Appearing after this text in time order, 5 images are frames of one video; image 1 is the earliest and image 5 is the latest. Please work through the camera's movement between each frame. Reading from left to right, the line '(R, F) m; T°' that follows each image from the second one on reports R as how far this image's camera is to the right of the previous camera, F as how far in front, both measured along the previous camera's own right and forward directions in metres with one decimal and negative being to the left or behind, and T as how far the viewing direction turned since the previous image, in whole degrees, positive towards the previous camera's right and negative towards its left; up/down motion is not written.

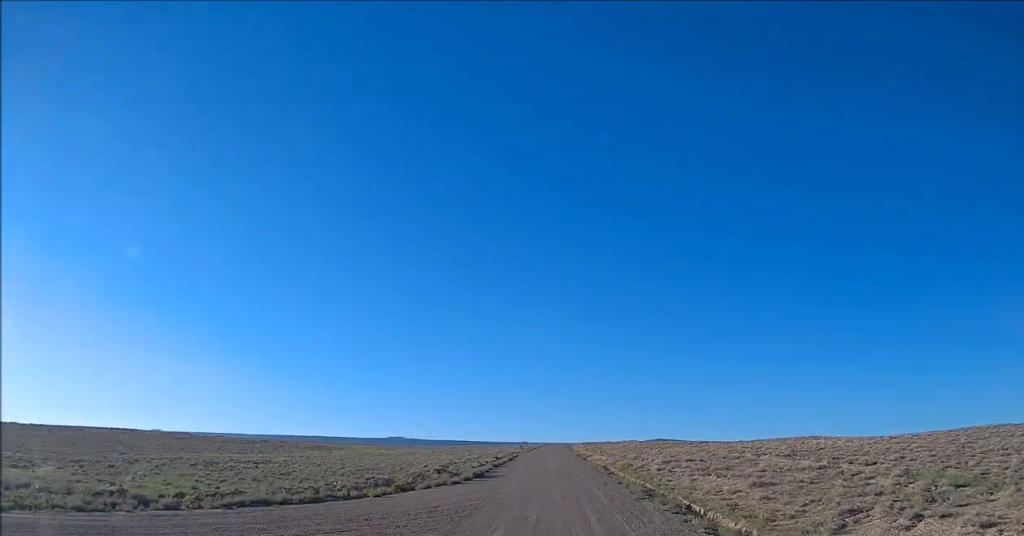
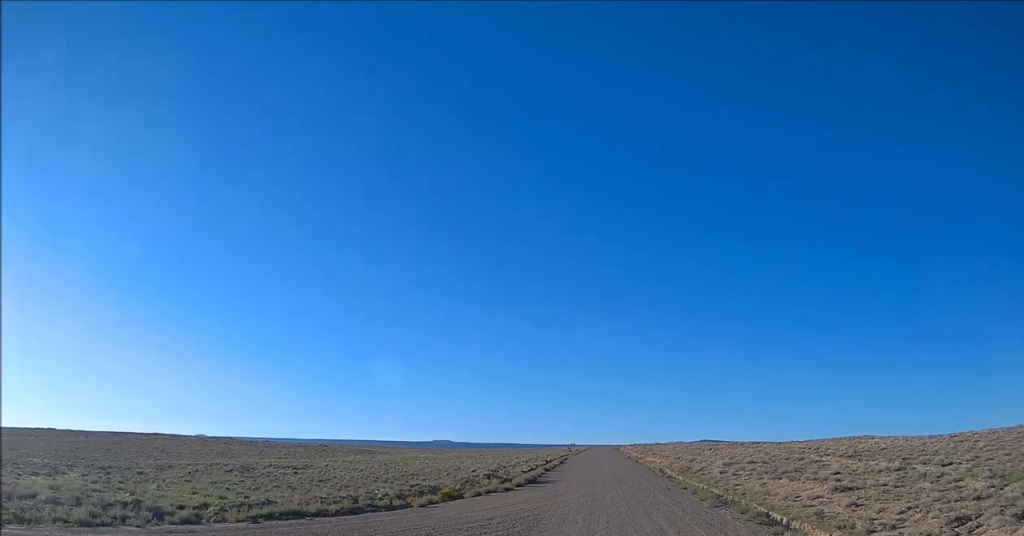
(-0.4, +3.3) m; -10°
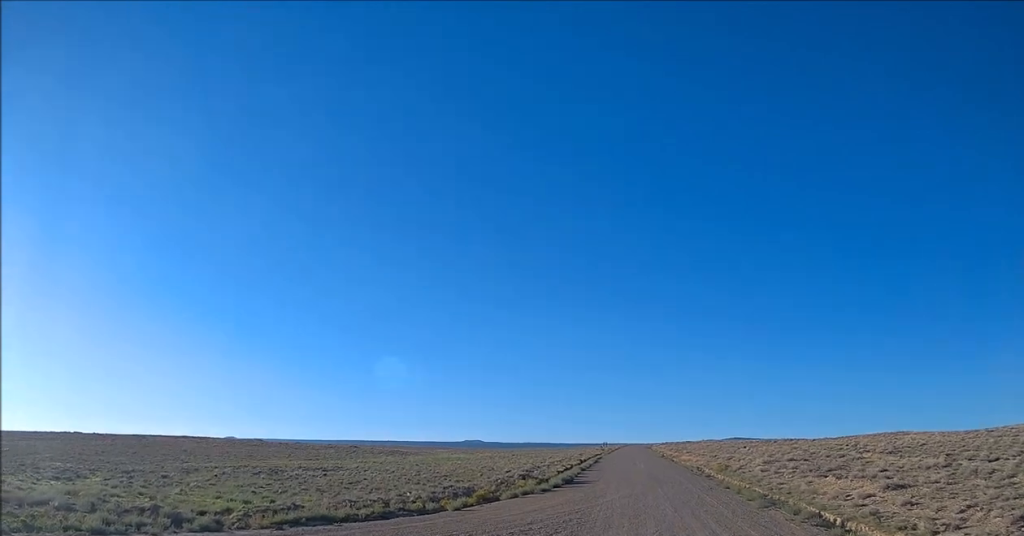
(-0.1, +1.7) m; -7°
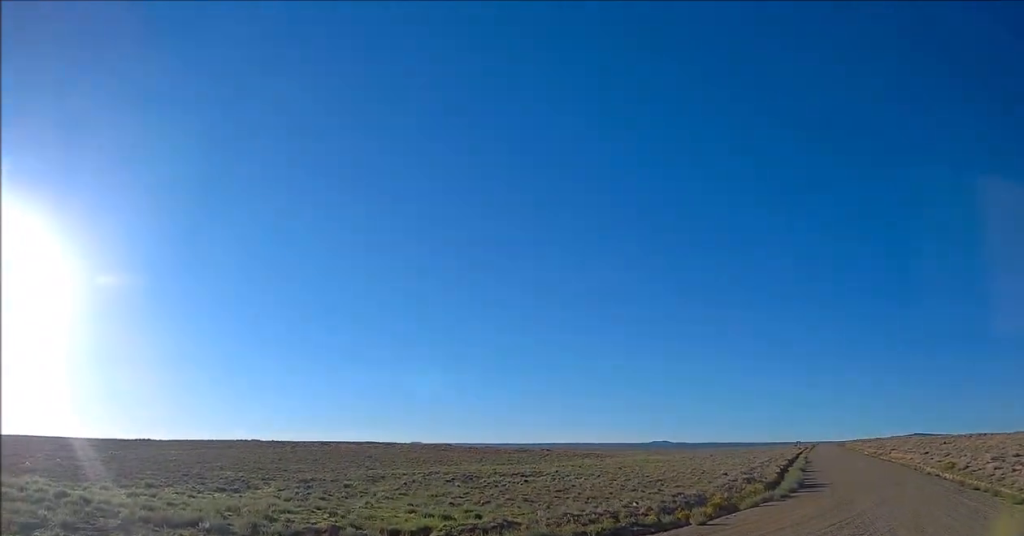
(-2.2, +5.5) m; -42°
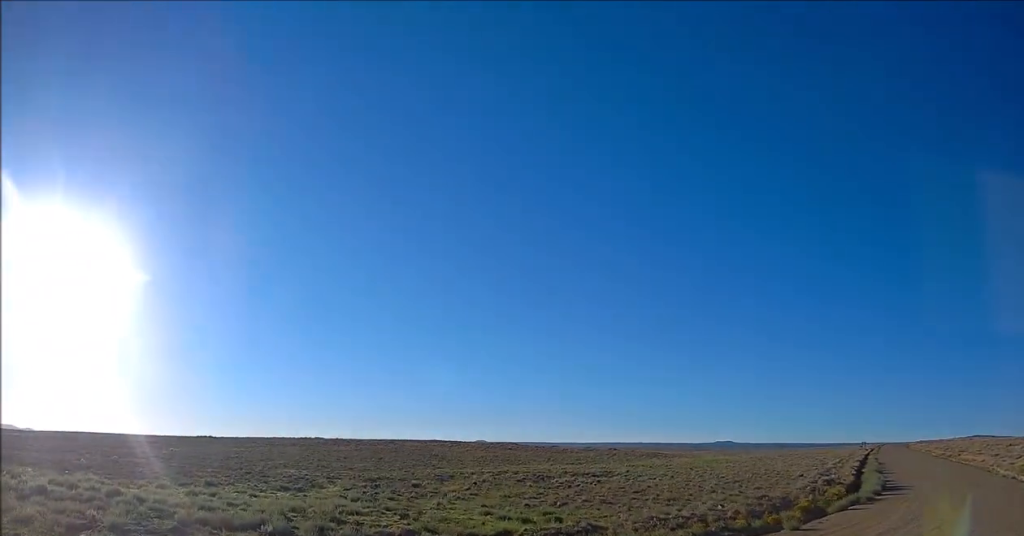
(+0.1, +1.9) m; -8°
